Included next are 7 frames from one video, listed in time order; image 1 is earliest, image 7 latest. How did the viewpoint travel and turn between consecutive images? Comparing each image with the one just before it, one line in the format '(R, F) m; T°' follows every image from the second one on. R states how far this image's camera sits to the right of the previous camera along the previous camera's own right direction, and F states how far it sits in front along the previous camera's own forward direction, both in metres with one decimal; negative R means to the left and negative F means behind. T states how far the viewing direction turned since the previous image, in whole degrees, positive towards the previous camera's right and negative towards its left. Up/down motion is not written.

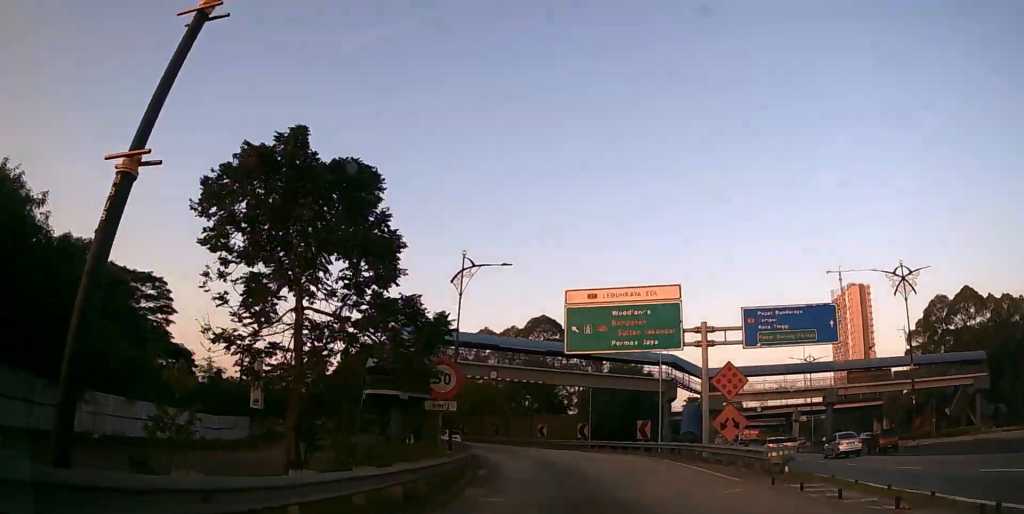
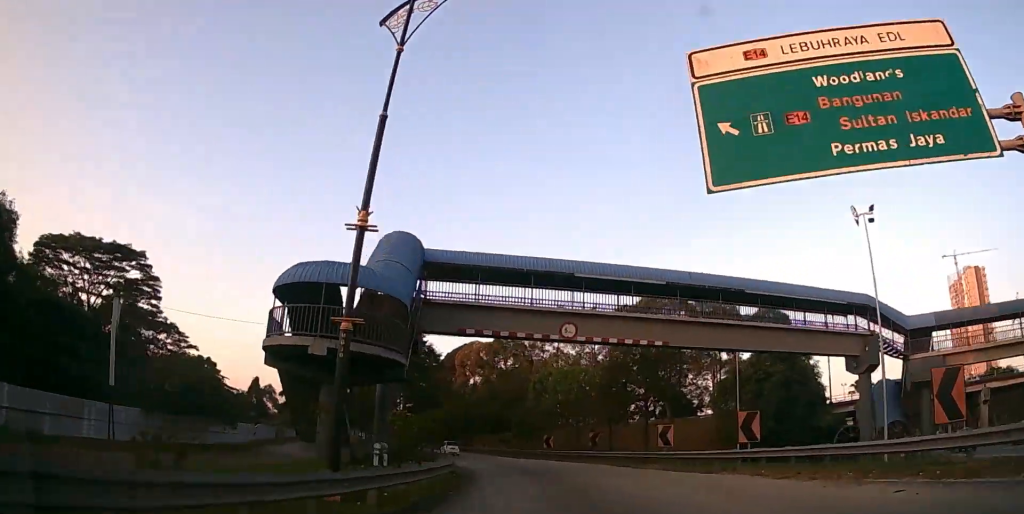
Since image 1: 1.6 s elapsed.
(-1.1, +25.5) m; -8°
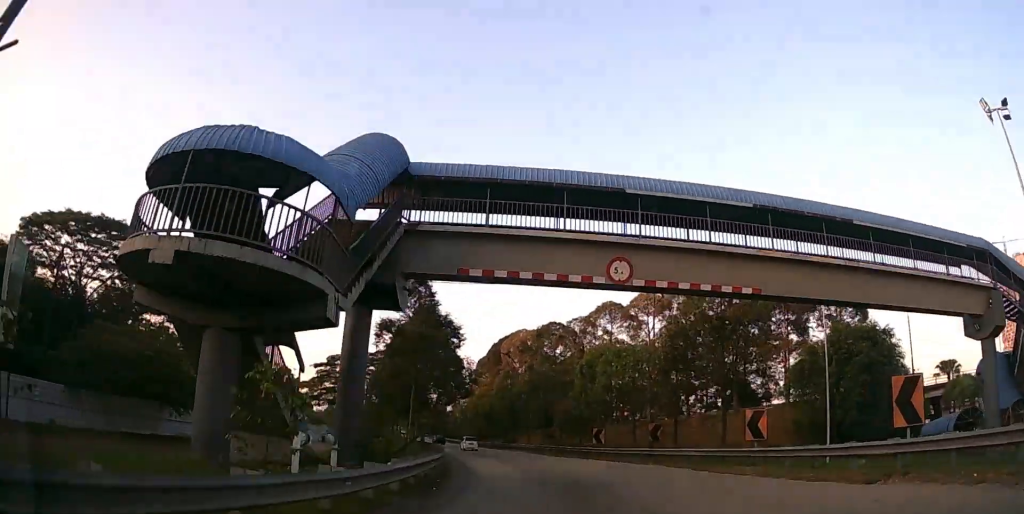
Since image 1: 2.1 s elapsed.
(-0.6, +9.0) m; -5°
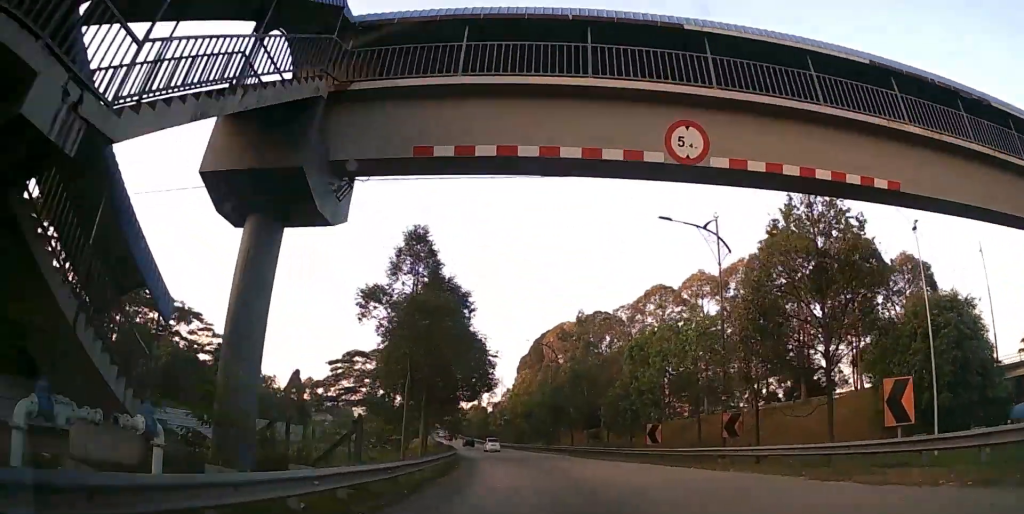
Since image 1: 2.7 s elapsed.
(-0.1, +8.7) m; -4°
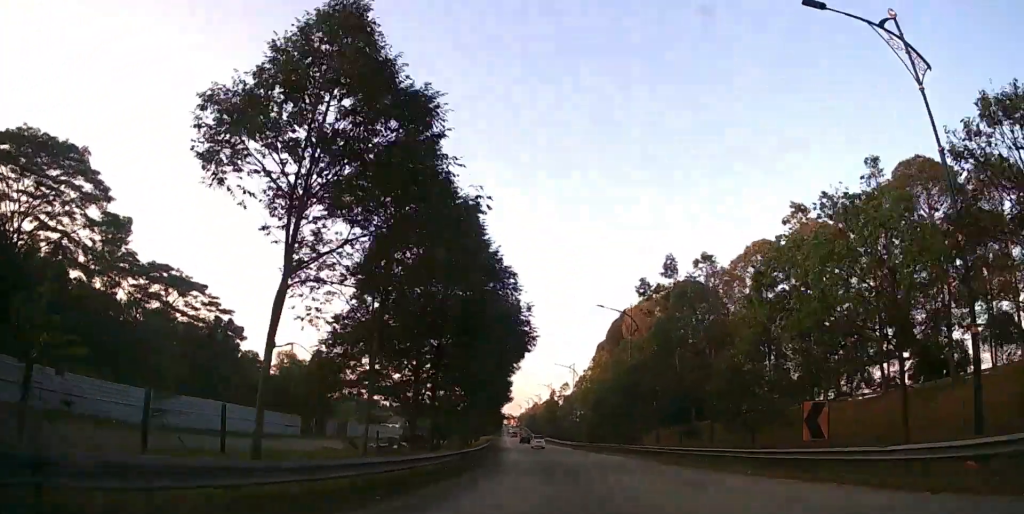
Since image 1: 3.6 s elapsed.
(-1.0, +15.2) m; -9°
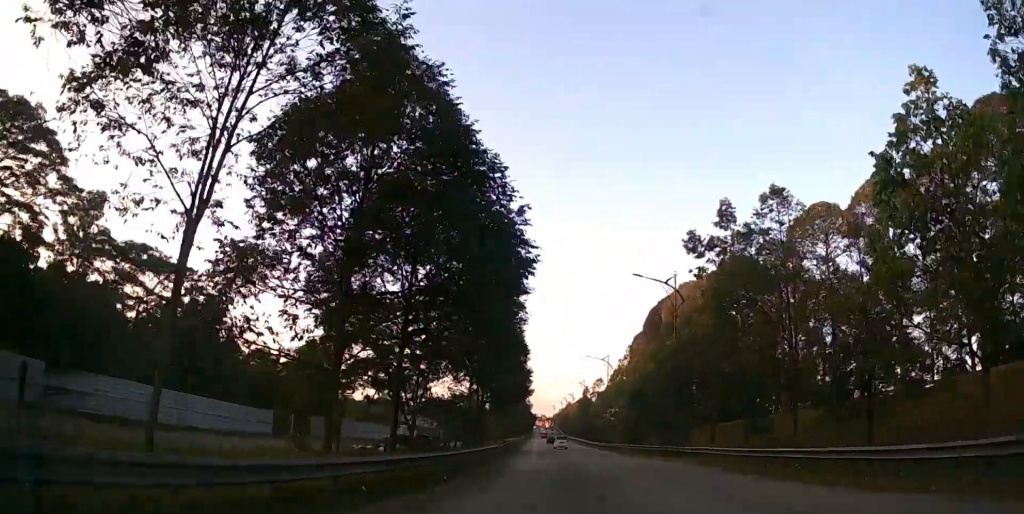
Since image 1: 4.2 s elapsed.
(-0.8, +9.4) m; -5°
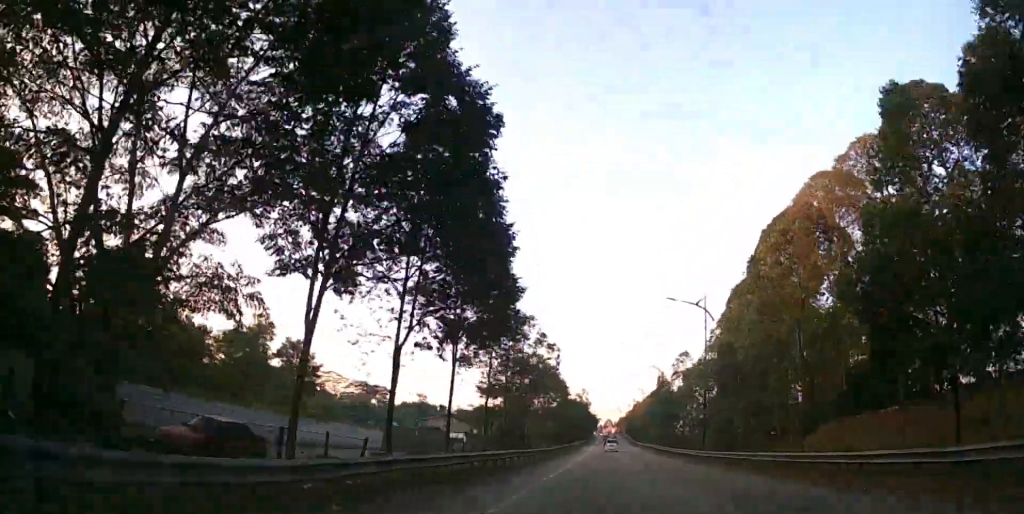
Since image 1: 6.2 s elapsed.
(-4.1, +33.0) m; -12°
